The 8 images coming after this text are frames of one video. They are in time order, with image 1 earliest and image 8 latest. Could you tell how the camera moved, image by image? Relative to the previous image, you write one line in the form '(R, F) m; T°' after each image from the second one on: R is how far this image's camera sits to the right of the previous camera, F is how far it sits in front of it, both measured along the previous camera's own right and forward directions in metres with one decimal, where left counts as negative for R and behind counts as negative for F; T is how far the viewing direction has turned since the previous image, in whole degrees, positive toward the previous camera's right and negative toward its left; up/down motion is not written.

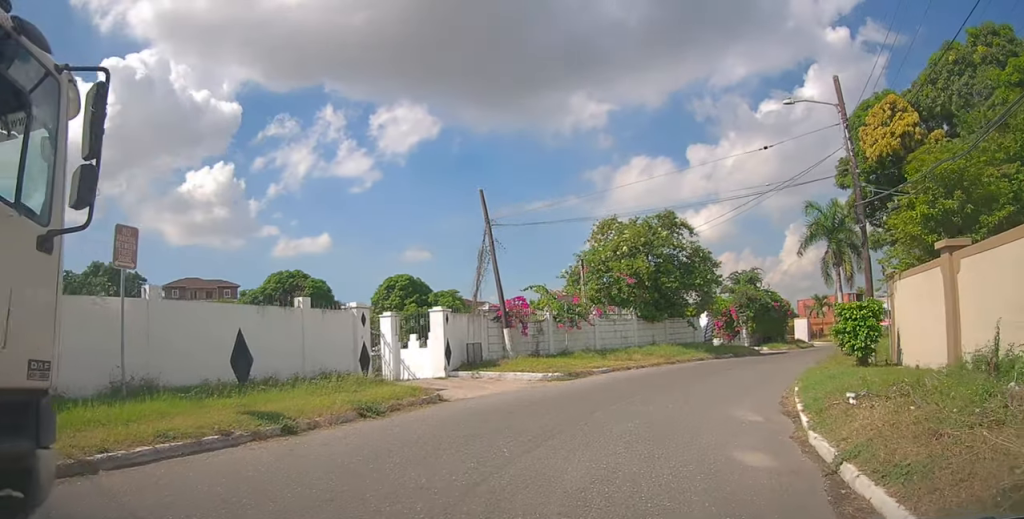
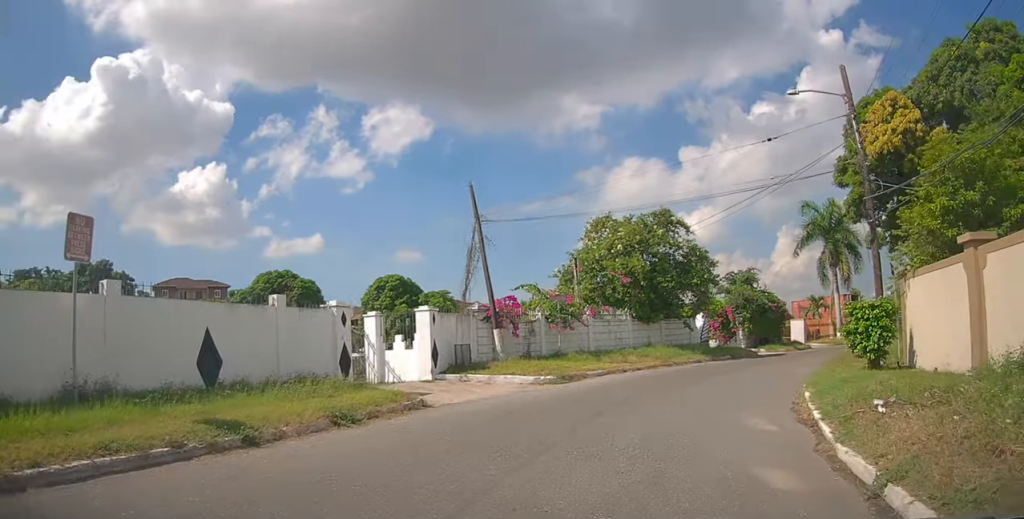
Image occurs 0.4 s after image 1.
(0.0, +1.2) m; 0°
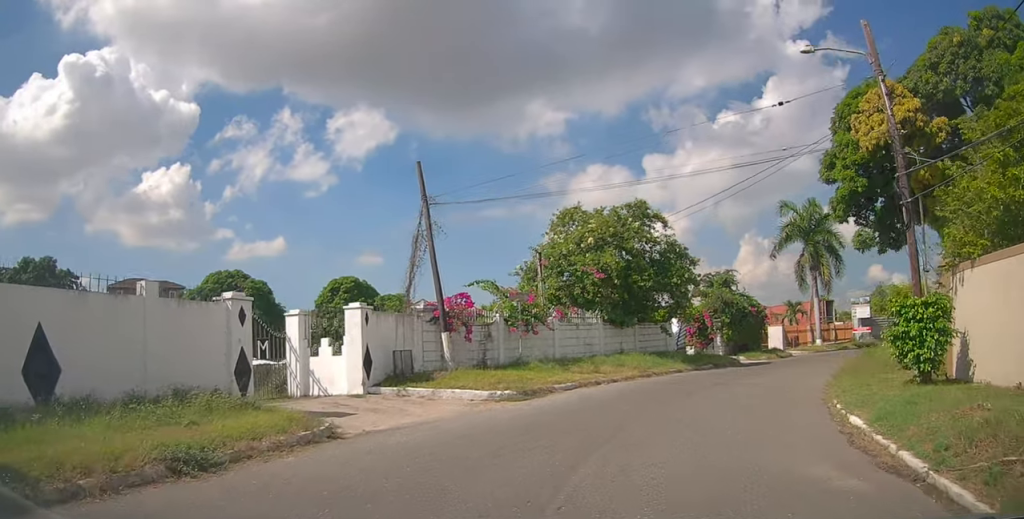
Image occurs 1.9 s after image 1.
(-0.2, +5.1) m; 0°
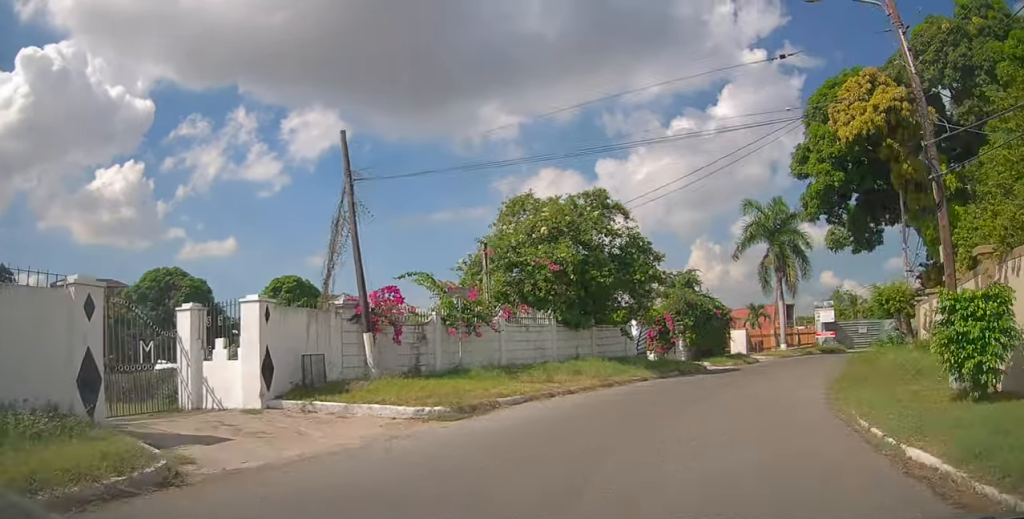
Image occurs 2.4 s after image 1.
(0.0, +2.2) m; +4°
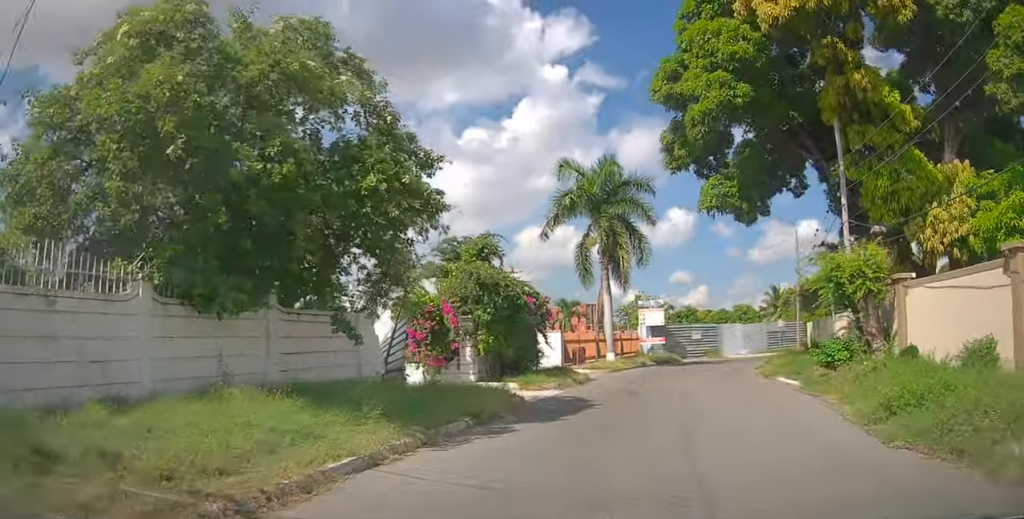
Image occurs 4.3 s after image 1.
(+1.8, +9.4) m; +18°
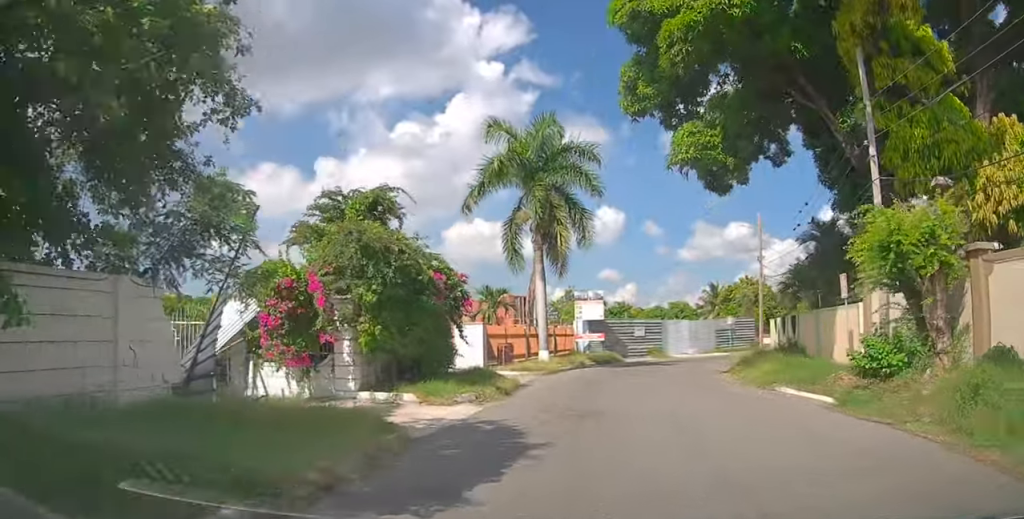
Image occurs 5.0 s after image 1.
(+0.2, +4.8) m; +5°
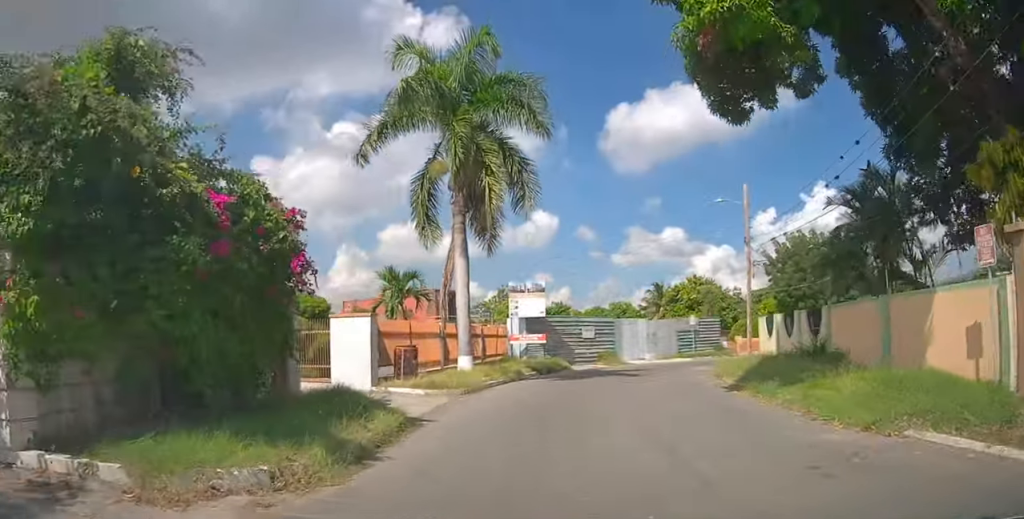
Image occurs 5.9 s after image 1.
(+0.5, +6.9) m; +7°
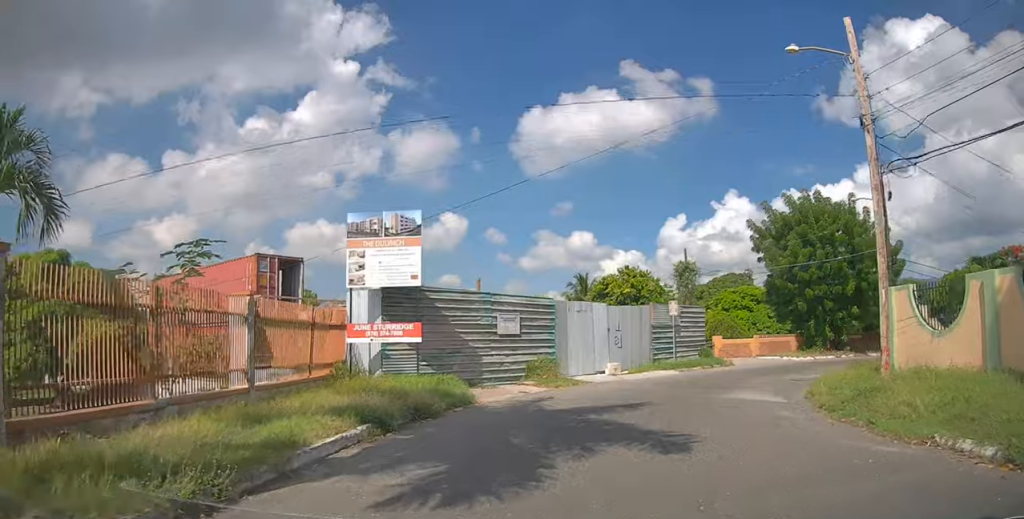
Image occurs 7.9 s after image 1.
(+1.7, +15.5) m; +11°
